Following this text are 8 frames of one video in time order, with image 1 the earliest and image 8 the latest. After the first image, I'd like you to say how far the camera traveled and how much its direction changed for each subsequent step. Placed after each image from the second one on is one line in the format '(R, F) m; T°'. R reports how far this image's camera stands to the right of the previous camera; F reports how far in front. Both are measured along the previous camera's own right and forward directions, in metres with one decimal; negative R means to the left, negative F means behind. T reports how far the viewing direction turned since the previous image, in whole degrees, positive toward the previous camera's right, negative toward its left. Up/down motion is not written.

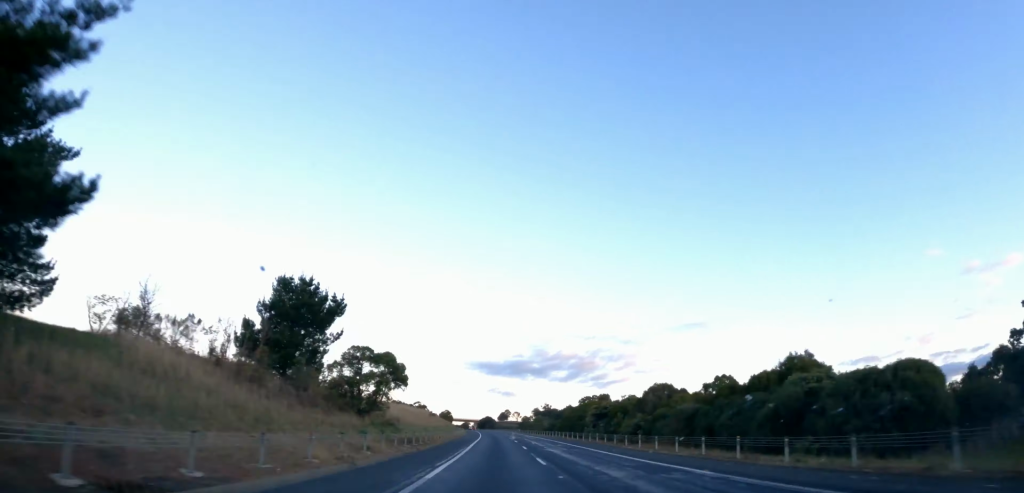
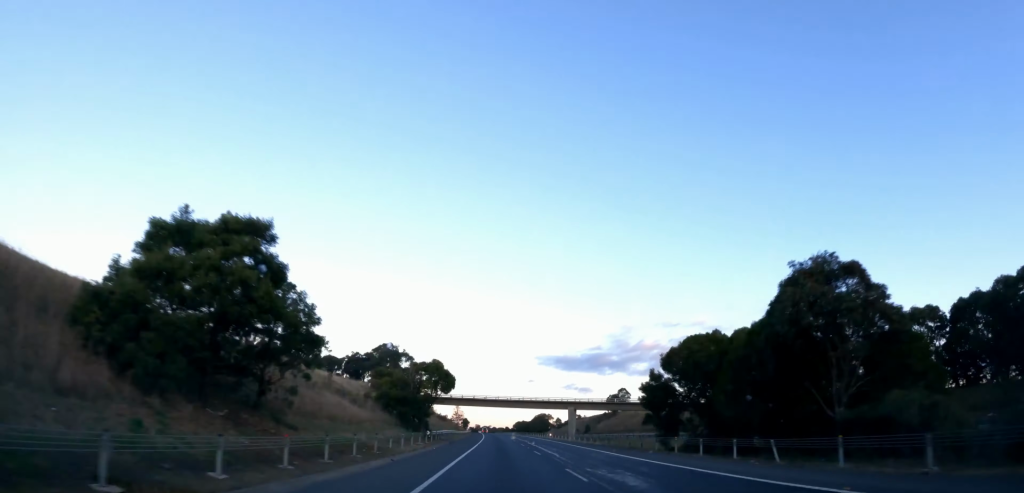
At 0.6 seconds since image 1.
(-0.5, +16.6) m; 0°
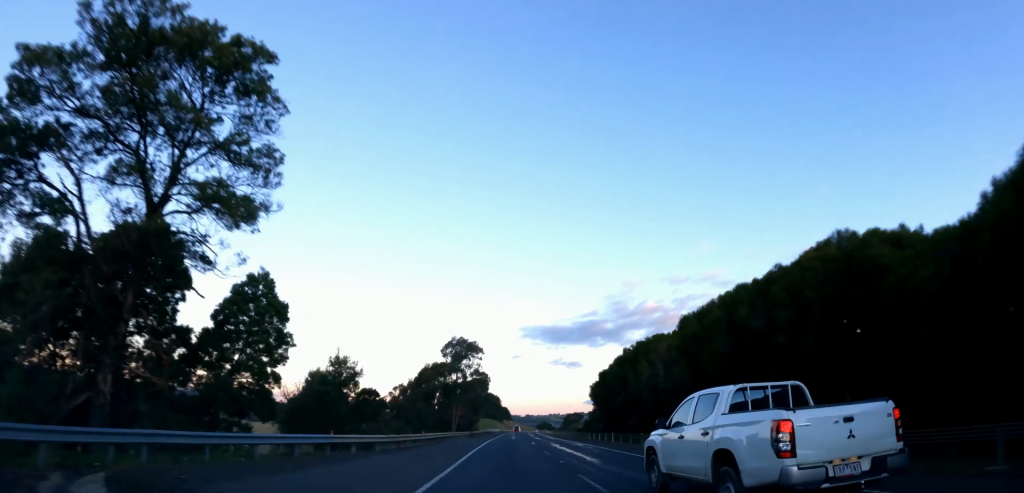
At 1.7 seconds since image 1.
(0.0, +33.0) m; 0°
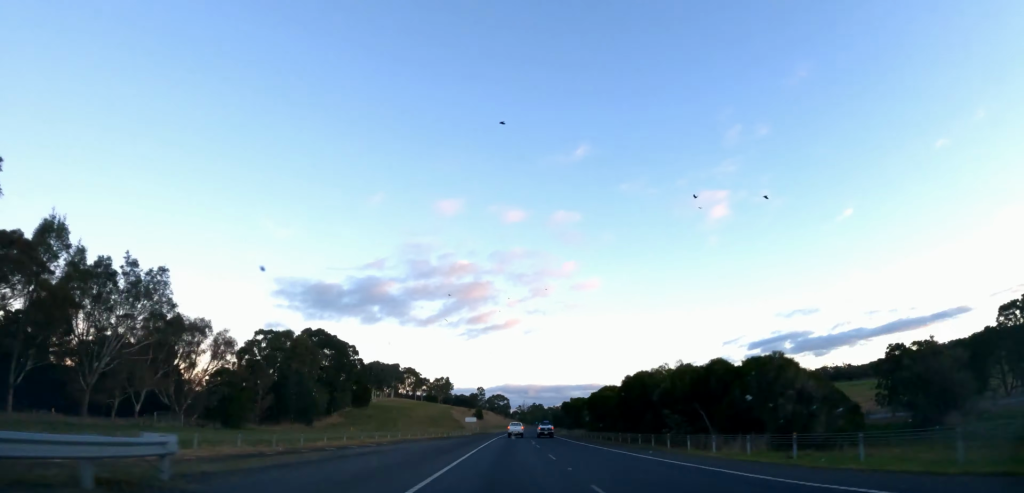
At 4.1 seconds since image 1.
(+0.7, +70.7) m; +3°
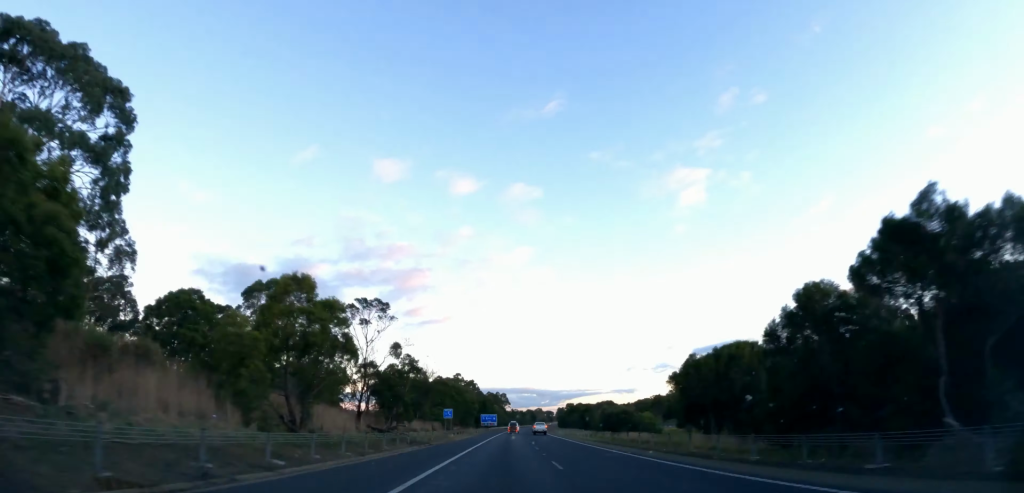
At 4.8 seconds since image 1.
(0.0, +19.6) m; +2°
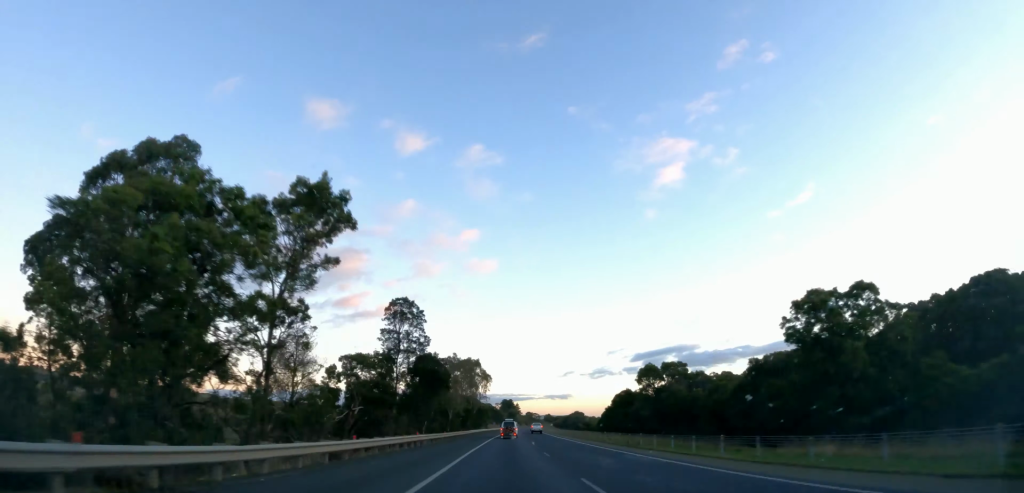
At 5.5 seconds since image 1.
(+0.4, +20.5) m; +1°
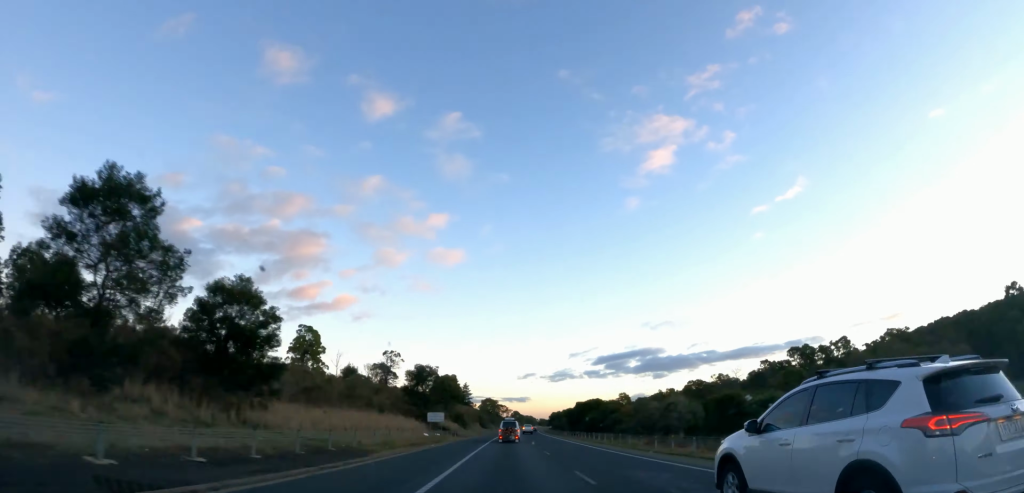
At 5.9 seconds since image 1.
(+0.7, +12.7) m; 0°
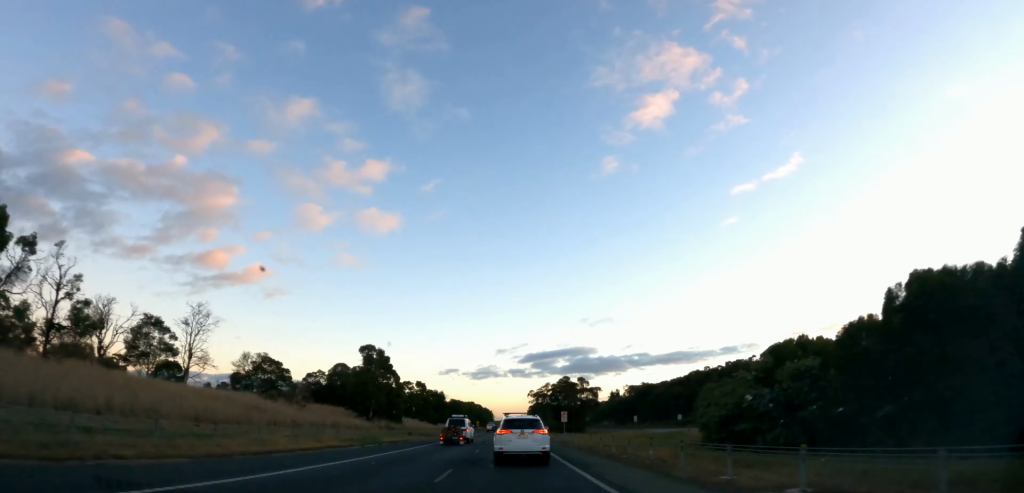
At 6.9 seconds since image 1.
(-0.8, +27.2) m; -2°
